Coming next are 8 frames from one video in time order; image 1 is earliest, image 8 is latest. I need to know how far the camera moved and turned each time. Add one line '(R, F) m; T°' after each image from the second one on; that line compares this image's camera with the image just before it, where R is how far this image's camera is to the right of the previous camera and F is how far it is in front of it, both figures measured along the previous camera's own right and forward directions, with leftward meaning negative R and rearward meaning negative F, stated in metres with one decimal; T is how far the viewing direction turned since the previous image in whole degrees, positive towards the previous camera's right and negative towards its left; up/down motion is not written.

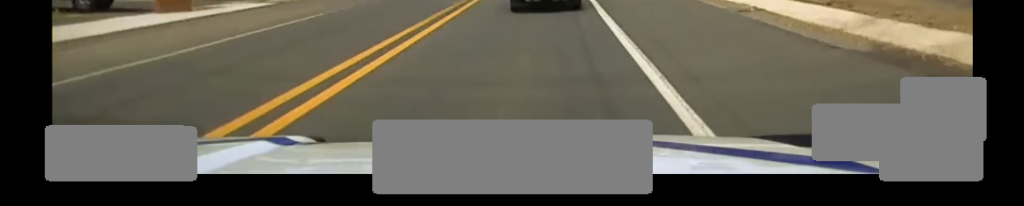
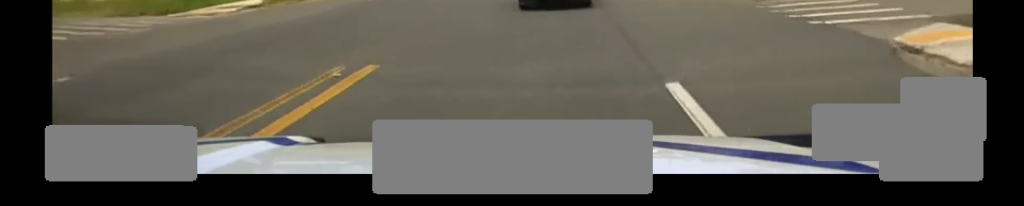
(+0.3, +18.5) m; +1°
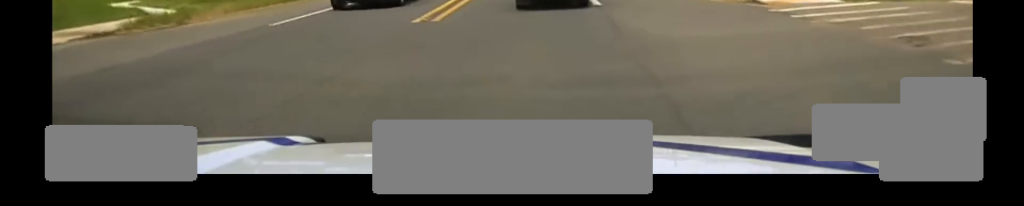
(+0.1, +8.9) m; 0°
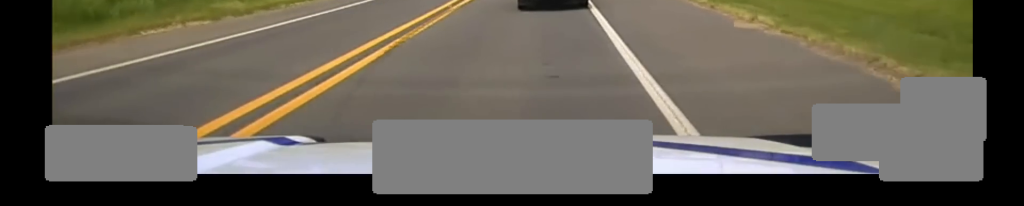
(-0.6, +24.0) m; 0°
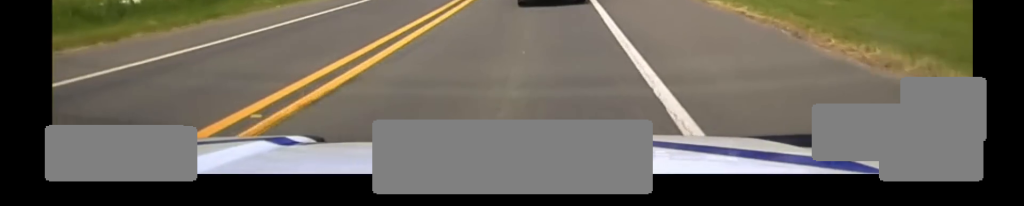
(+0.1, +13.0) m; +1°
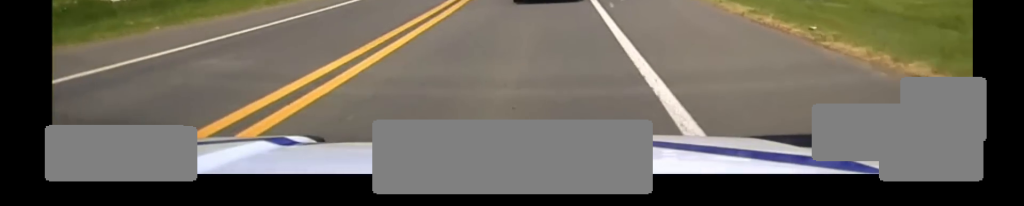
(+0.2, +7.9) m; 0°
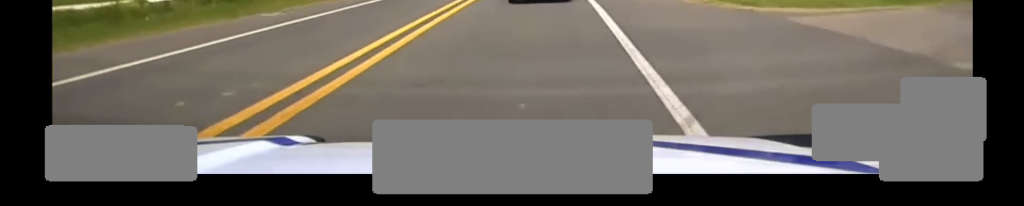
(-0.4, +20.0) m; -2°
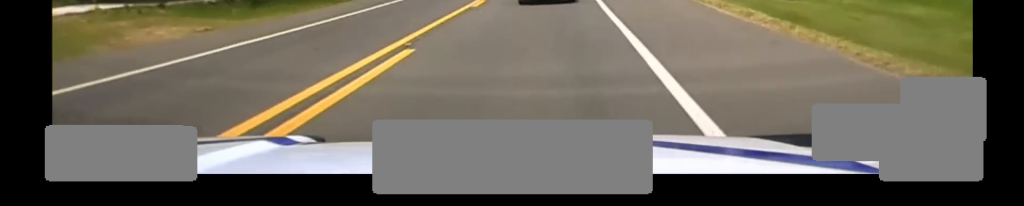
(0.0, +18.2) m; 0°
